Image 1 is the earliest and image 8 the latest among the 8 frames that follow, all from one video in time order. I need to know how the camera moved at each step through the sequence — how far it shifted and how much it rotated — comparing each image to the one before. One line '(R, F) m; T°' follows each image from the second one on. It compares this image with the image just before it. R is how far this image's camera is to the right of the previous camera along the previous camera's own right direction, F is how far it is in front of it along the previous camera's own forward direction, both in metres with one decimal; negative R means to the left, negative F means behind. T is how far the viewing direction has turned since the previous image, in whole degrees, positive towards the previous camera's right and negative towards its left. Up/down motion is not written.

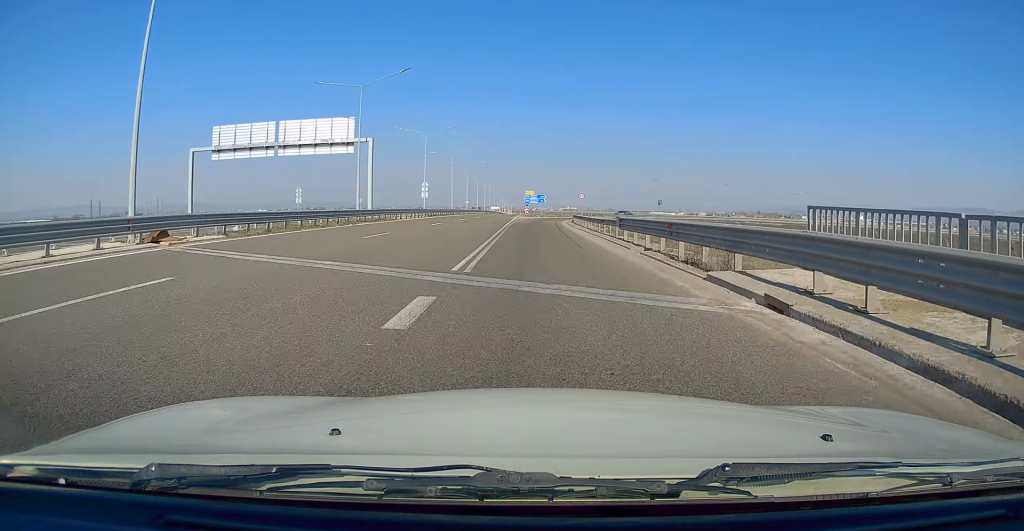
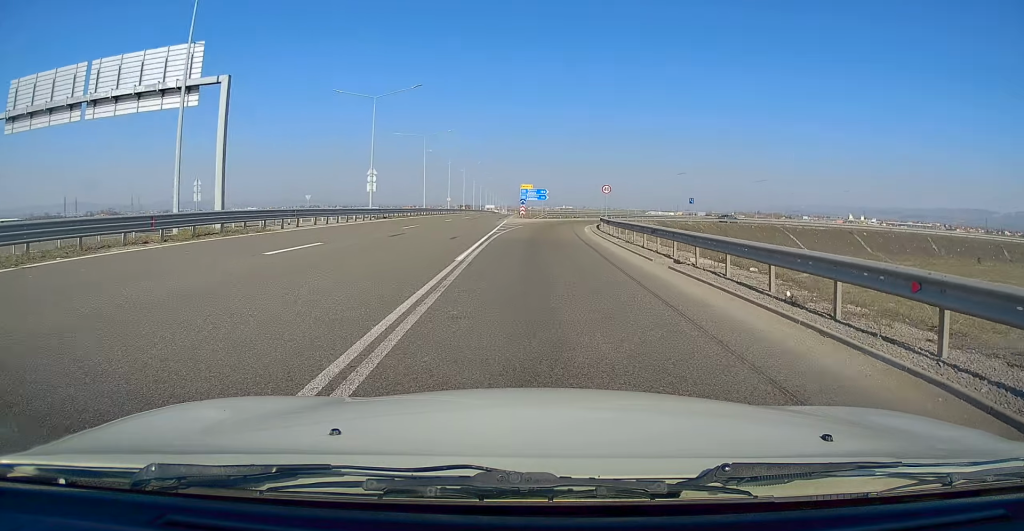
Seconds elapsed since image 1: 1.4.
(+0.5, +24.1) m; +1°
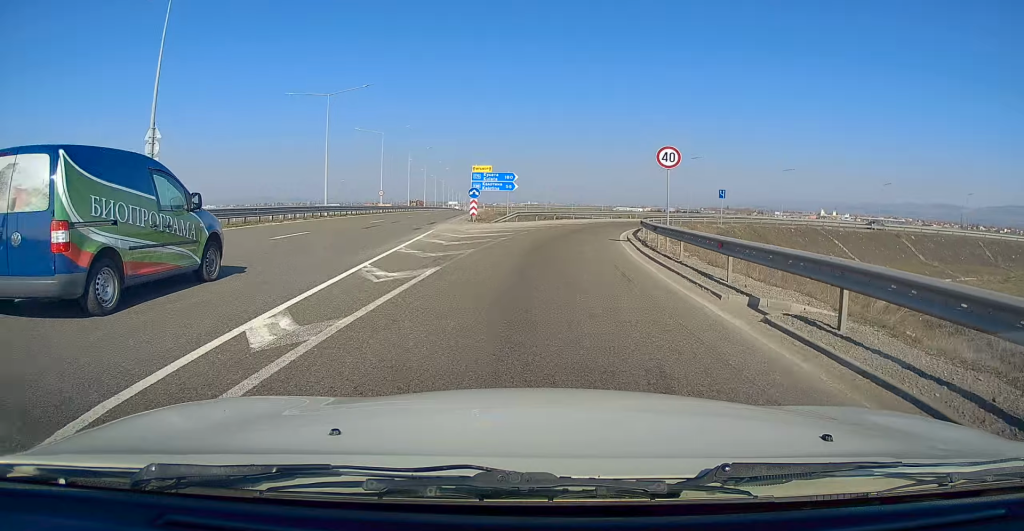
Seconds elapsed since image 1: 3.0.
(-0.3, +27.2) m; +1°
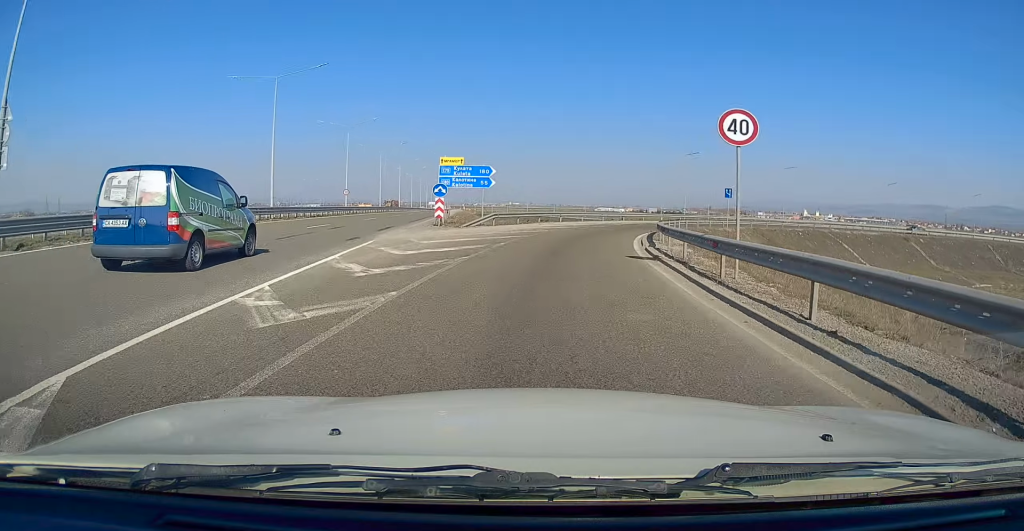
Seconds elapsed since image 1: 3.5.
(0.0, +7.5) m; +1°
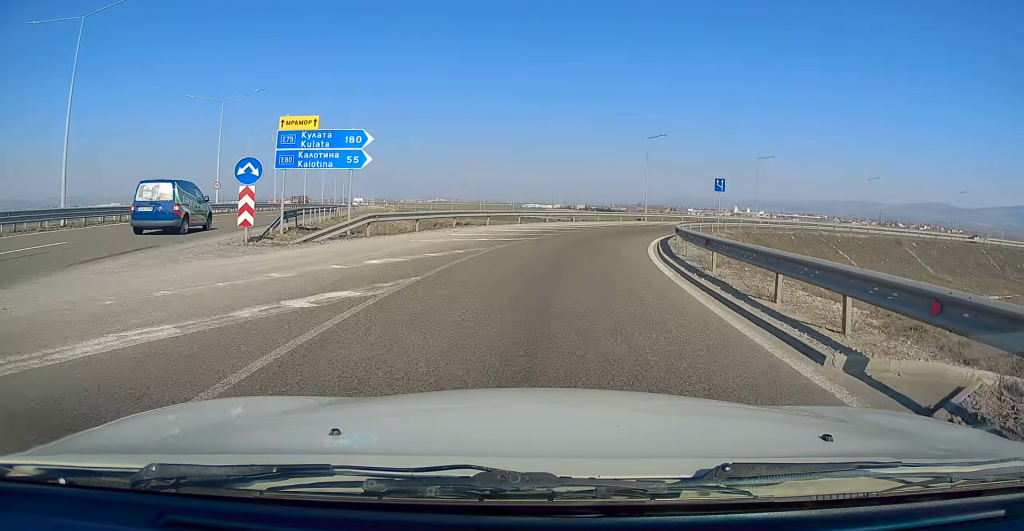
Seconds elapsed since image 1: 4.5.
(+0.5, +15.6) m; +4°
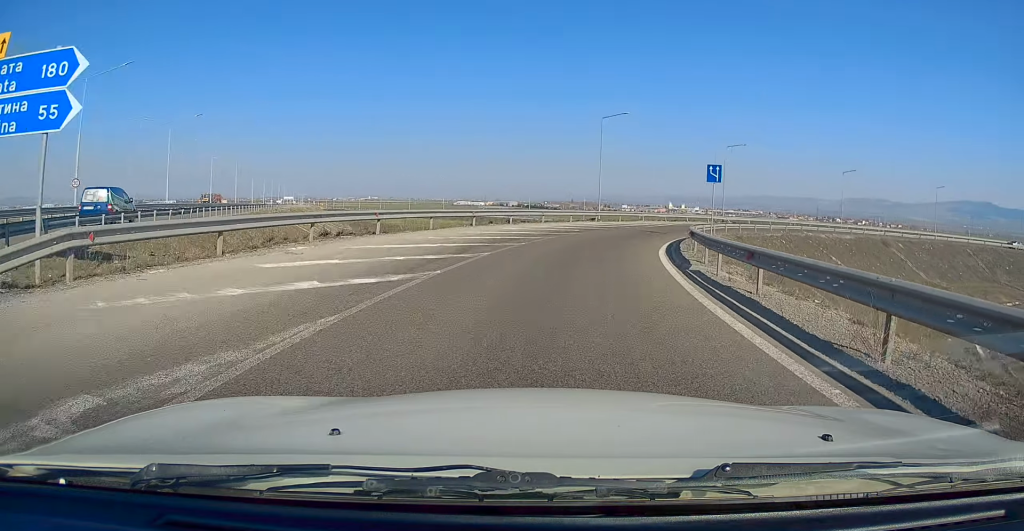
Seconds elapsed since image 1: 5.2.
(+0.1, +11.5) m; +5°
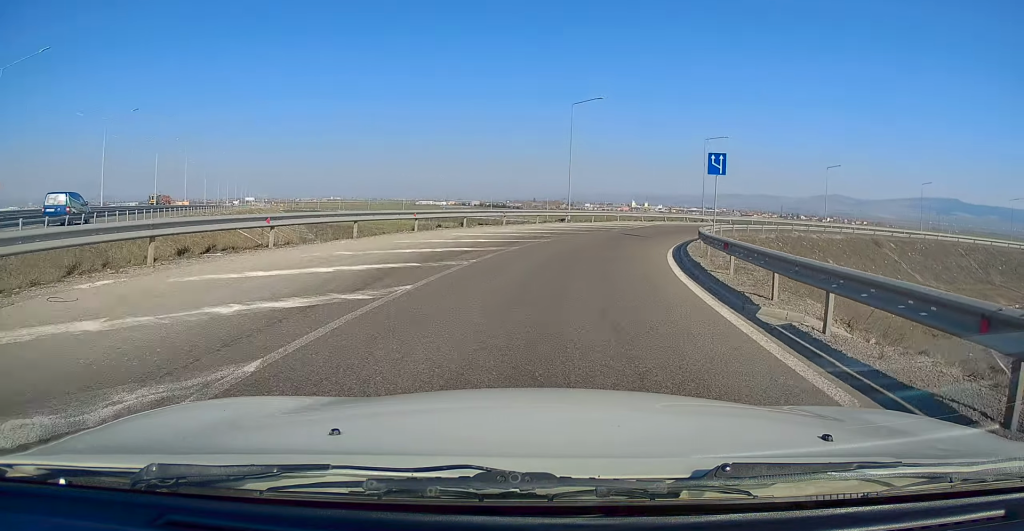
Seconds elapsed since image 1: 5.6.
(+0.3, +5.8) m; +4°
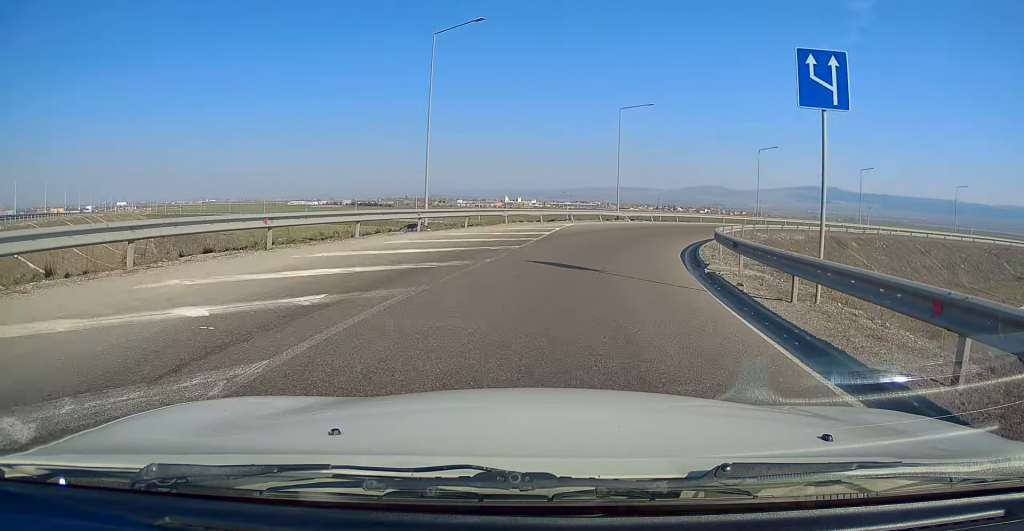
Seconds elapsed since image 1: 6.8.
(+1.6, +15.9) m; +11°
